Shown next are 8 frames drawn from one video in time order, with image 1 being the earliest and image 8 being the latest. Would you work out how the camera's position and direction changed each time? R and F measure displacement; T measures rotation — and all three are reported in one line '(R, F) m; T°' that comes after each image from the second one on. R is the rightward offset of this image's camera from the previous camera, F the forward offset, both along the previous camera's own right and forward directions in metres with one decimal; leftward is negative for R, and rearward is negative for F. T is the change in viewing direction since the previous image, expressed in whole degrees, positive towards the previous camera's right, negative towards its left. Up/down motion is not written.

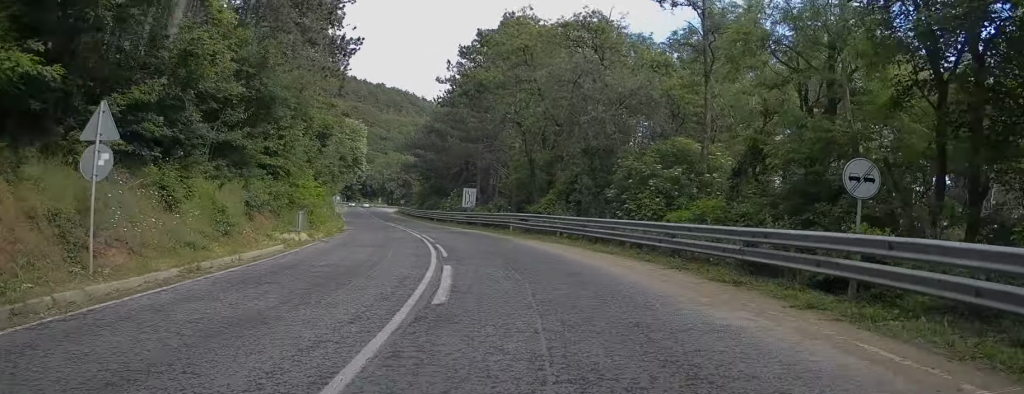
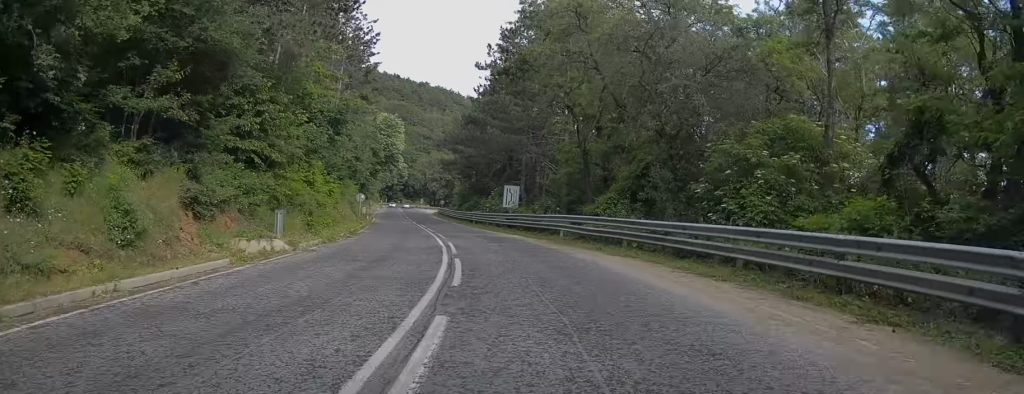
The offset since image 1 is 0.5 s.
(-0.3, +7.3) m; -3°
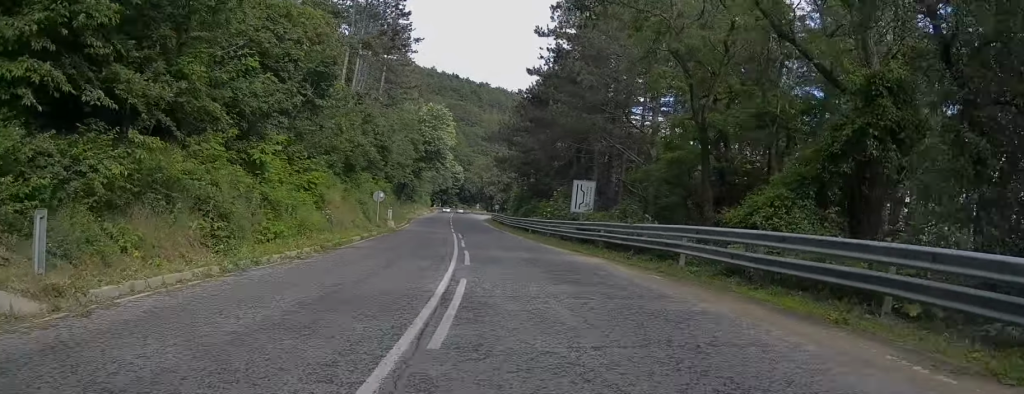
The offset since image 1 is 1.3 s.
(-0.5, +13.2) m; -5°
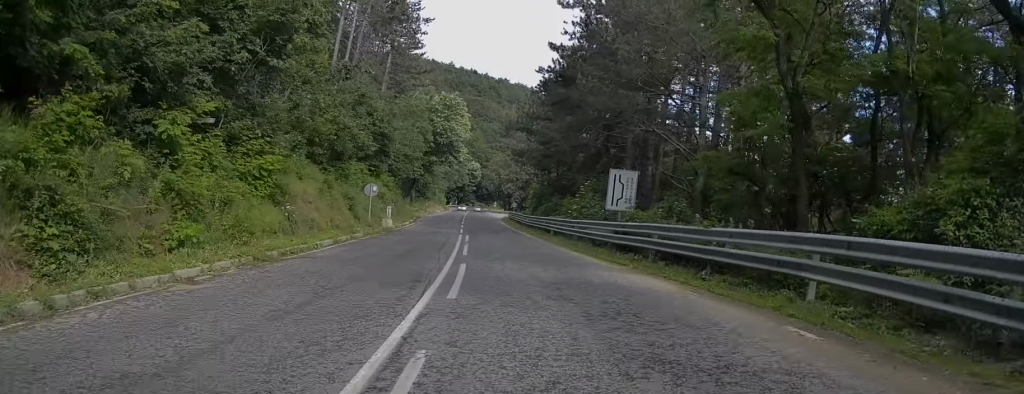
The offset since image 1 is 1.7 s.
(+0.1, +6.4) m; -2°
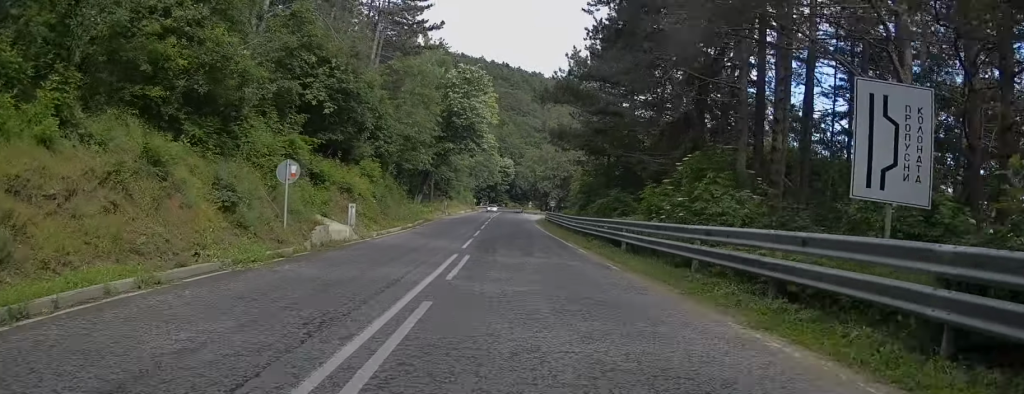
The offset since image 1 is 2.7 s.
(-0.9, +15.9) m; -3°
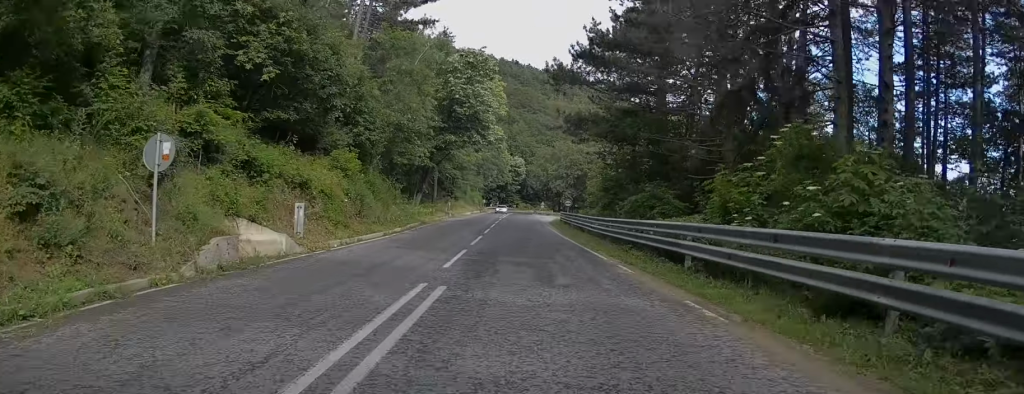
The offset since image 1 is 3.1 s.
(0.0, +7.1) m; -1°
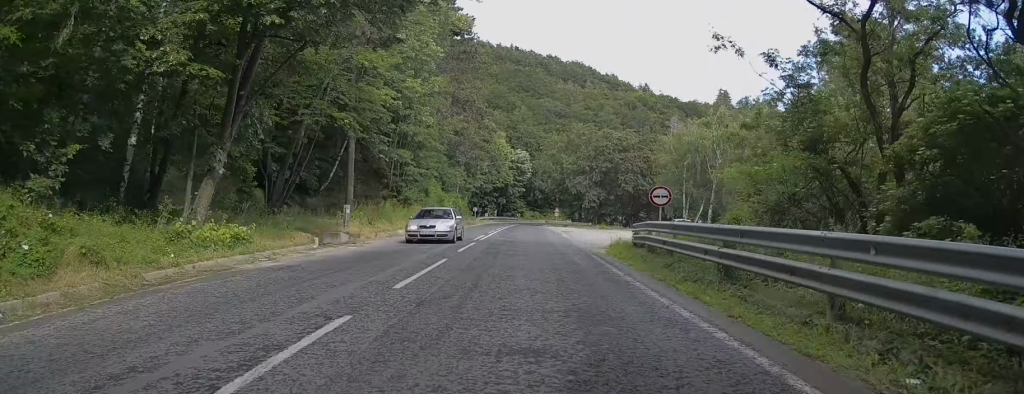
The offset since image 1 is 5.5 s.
(-0.2, +39.1) m; +1°
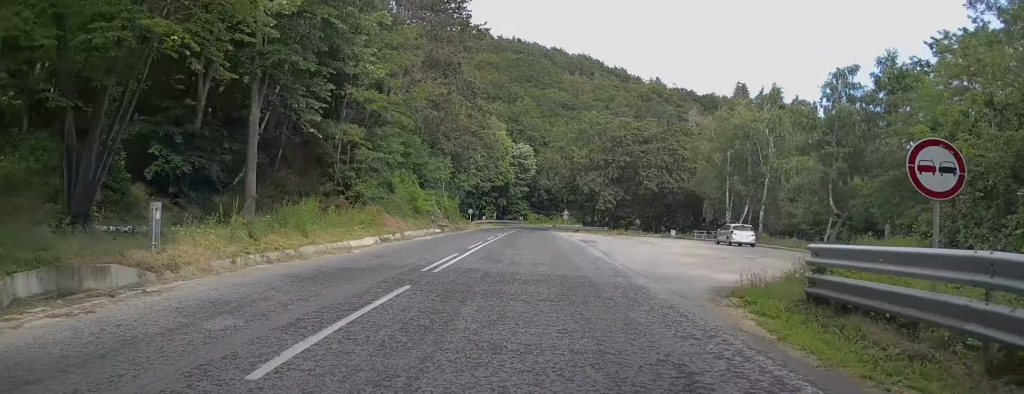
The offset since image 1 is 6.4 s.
(+0.1, +14.2) m; 0°
